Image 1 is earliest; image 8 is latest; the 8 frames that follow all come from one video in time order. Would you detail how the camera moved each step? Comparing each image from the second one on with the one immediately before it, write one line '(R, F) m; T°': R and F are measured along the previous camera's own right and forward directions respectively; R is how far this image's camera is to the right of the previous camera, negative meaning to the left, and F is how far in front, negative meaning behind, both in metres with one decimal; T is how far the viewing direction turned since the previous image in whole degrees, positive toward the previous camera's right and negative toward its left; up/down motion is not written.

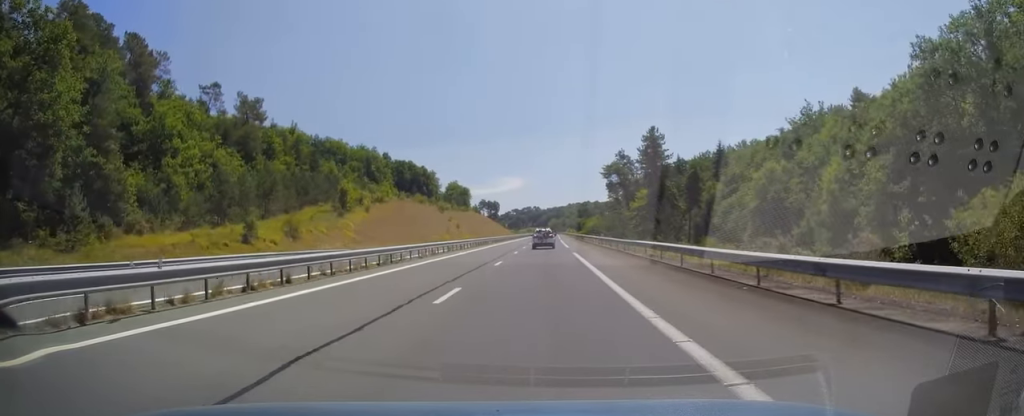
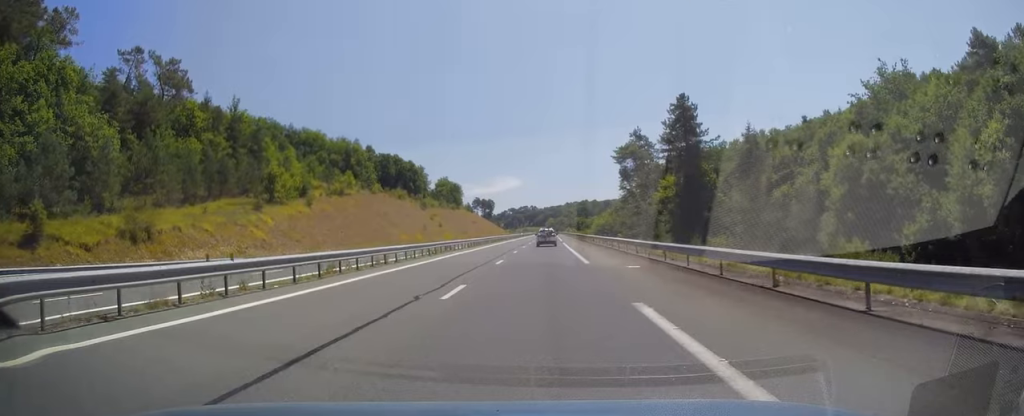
(-0.1, +25.1) m; +1°
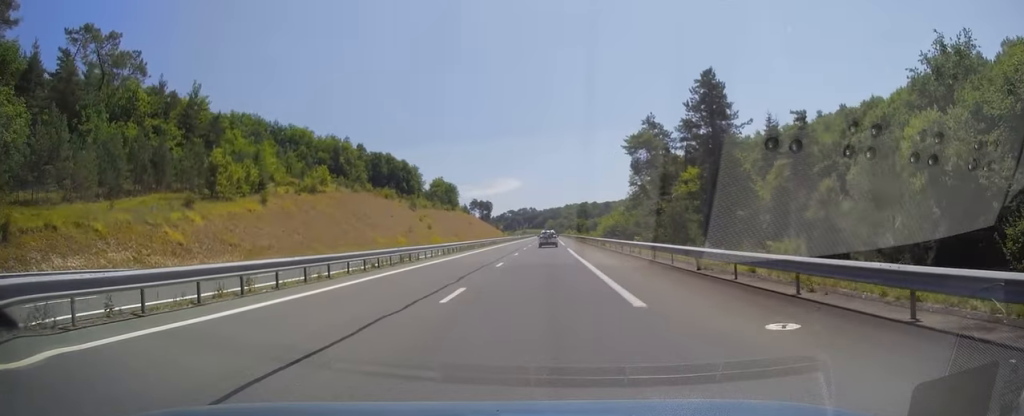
(+0.1, +13.3) m; 0°
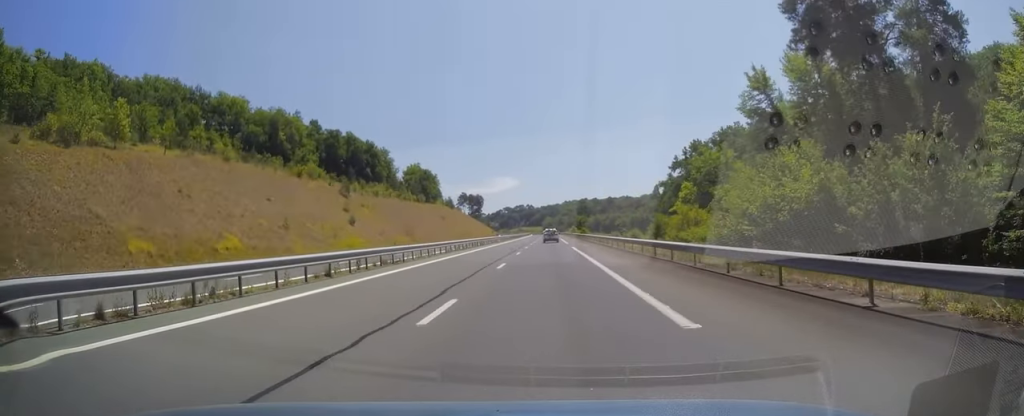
(0.0, +54.7) m; 0°
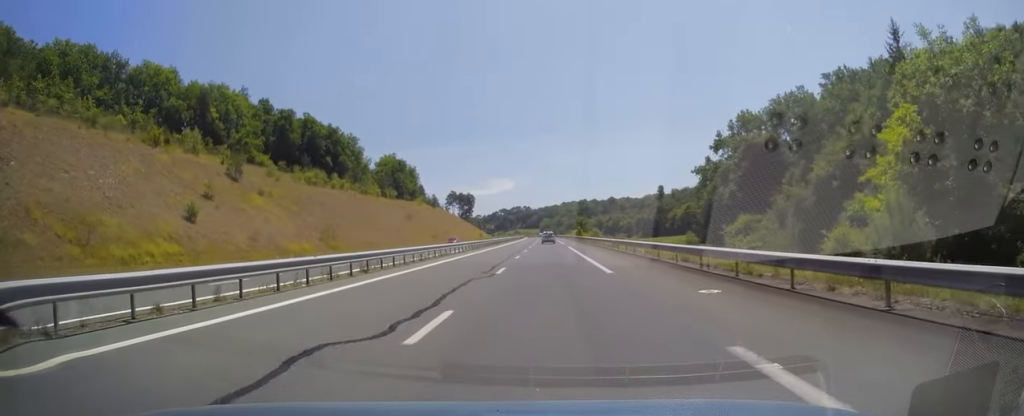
(+0.1, +40.3) m; 0°
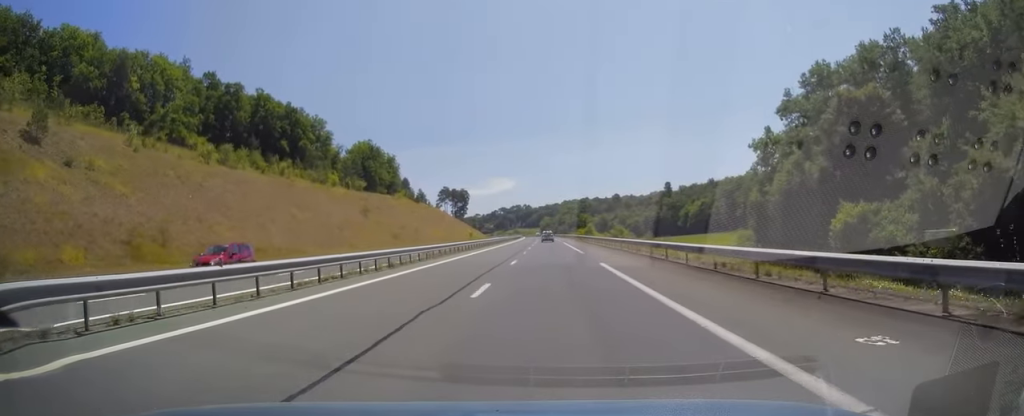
(+0.1, +33.3) m; 0°
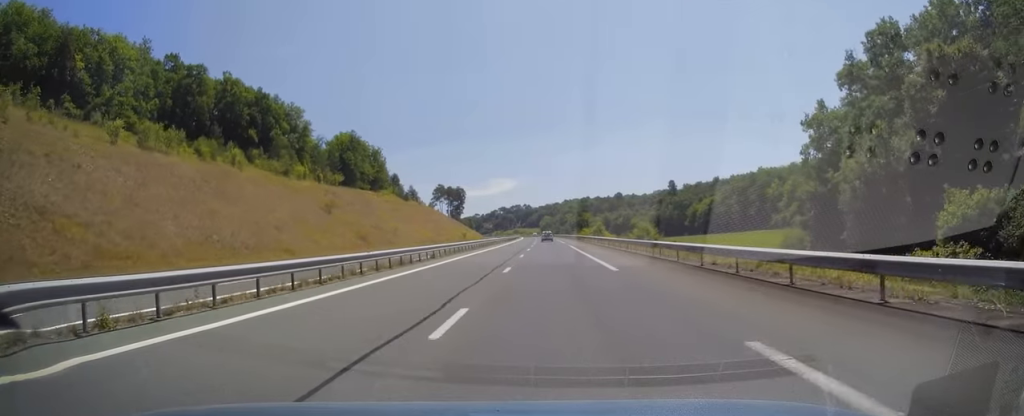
(0.0, +18.2) m; 0°
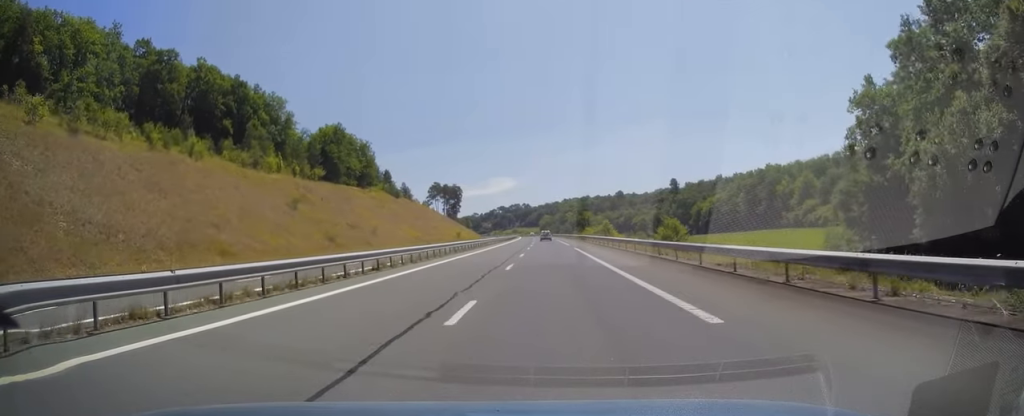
(-0.2, +11.8) m; 0°
